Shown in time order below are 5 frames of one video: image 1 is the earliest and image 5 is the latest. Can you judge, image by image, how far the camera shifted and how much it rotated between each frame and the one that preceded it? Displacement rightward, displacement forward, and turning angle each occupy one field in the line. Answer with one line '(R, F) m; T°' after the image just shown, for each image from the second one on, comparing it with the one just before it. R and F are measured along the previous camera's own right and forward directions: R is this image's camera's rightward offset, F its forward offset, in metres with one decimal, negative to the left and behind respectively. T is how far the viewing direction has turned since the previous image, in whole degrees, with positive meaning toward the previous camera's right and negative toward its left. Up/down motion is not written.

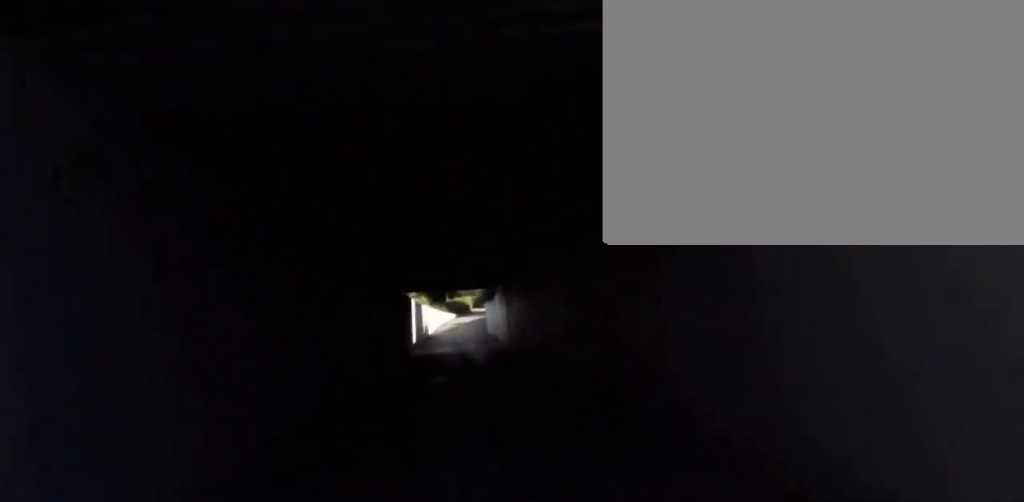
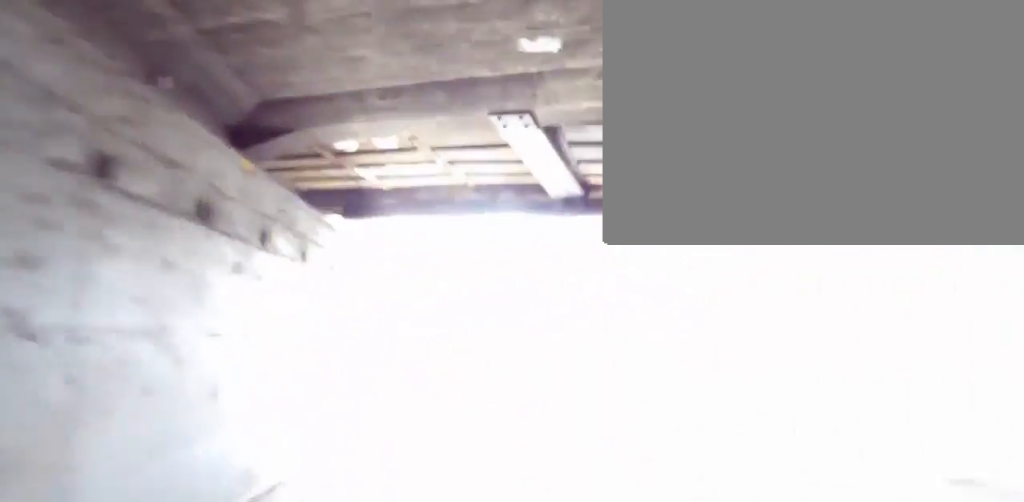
(-3.0, +13.4) m; -8°
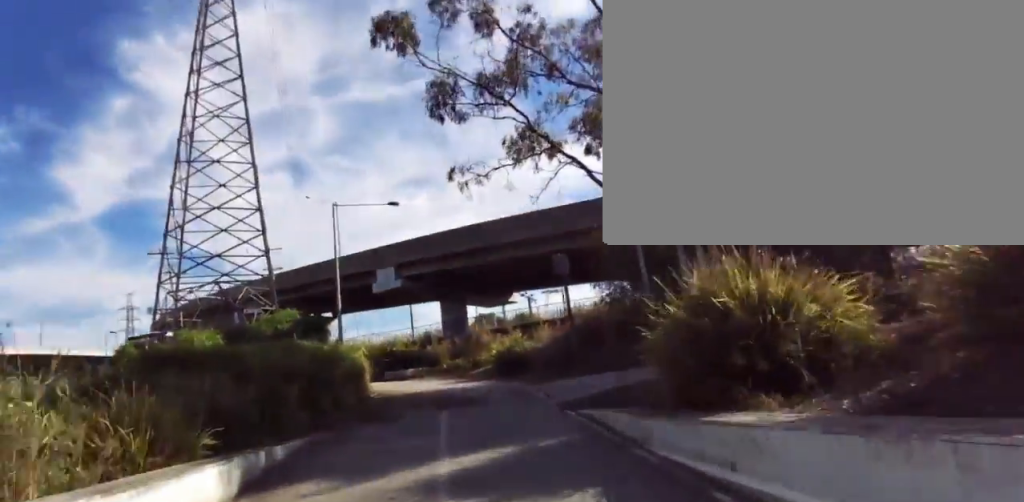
(+5.8, +24.3) m; +6°
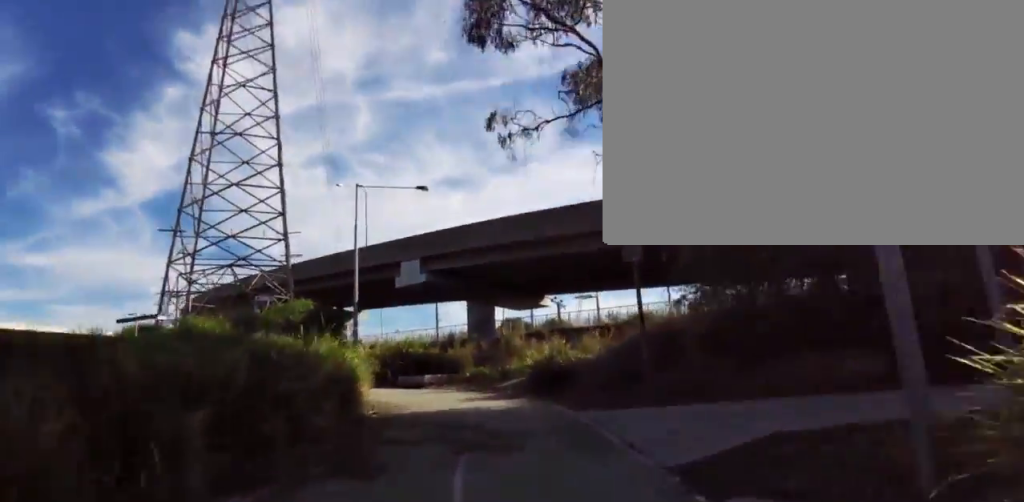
(+0.4, +3.1) m; -7°
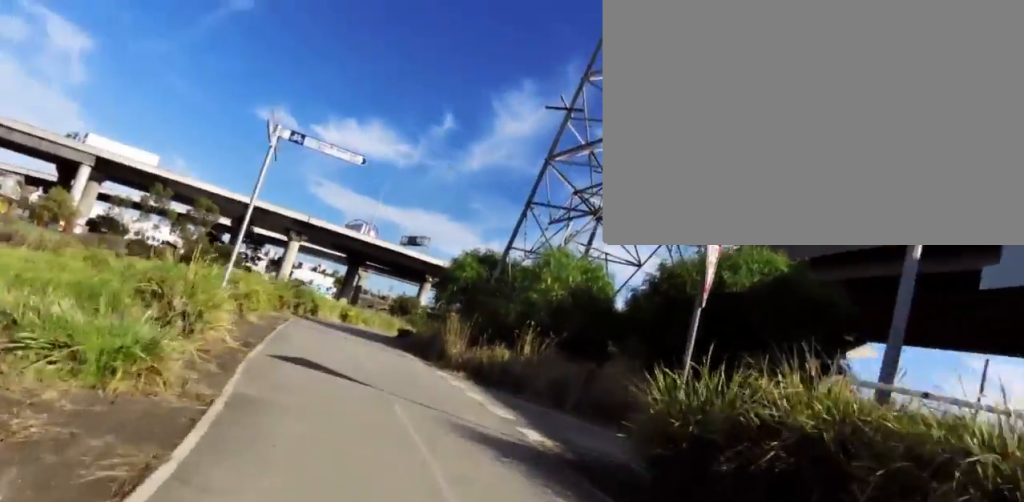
(-6.5, +14.8) m; -38°
